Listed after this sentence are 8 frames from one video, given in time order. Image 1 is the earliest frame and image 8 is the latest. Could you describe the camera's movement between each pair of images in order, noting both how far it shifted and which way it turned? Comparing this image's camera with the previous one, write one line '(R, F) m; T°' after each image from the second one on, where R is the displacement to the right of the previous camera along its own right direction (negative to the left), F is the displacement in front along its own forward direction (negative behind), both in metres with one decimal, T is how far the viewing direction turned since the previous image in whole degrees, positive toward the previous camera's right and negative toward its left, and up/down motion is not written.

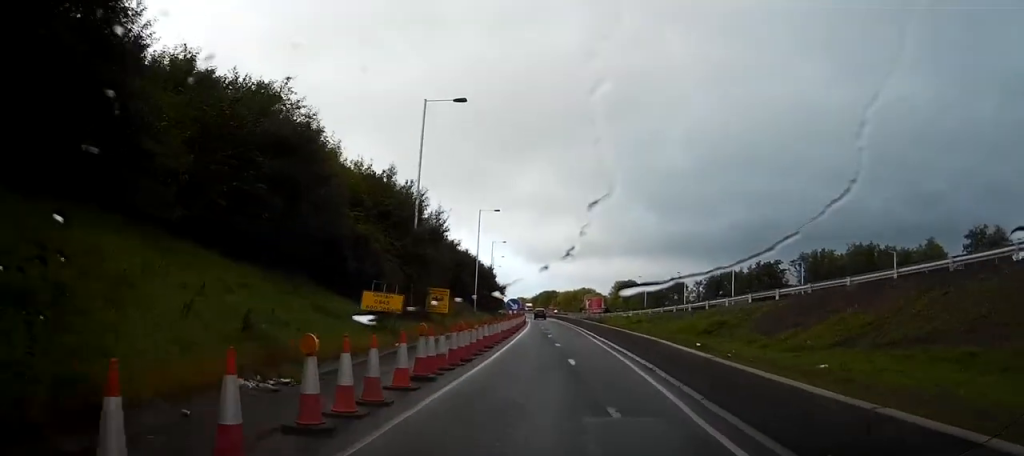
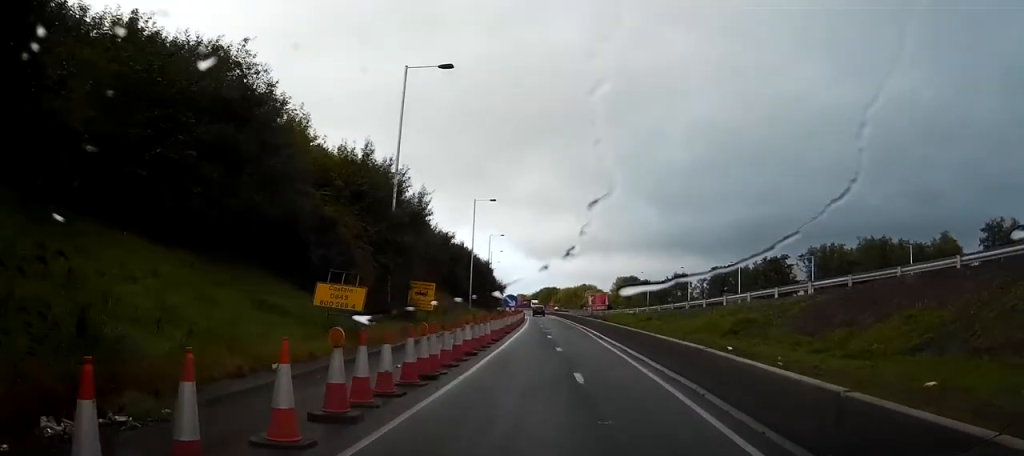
(0.0, +5.4) m; -1°
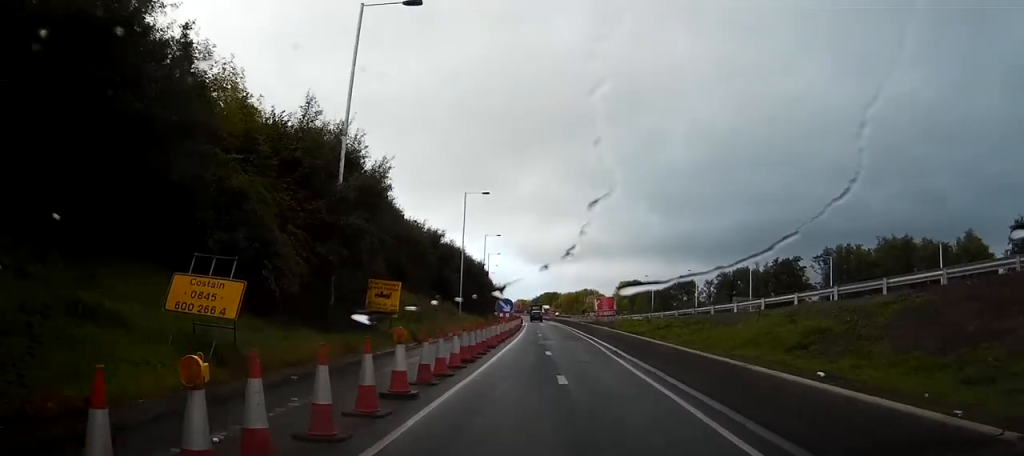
(-0.1, +8.7) m; -1°
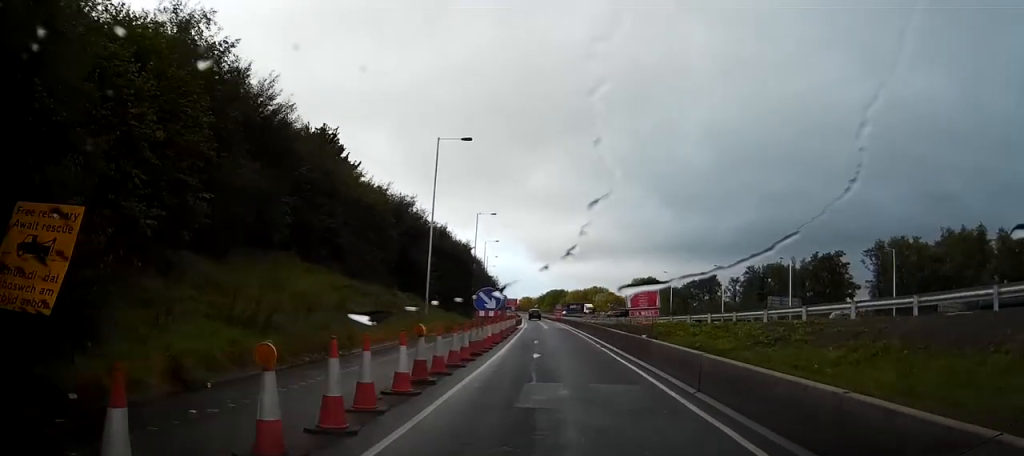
(-0.3, +21.7) m; 0°
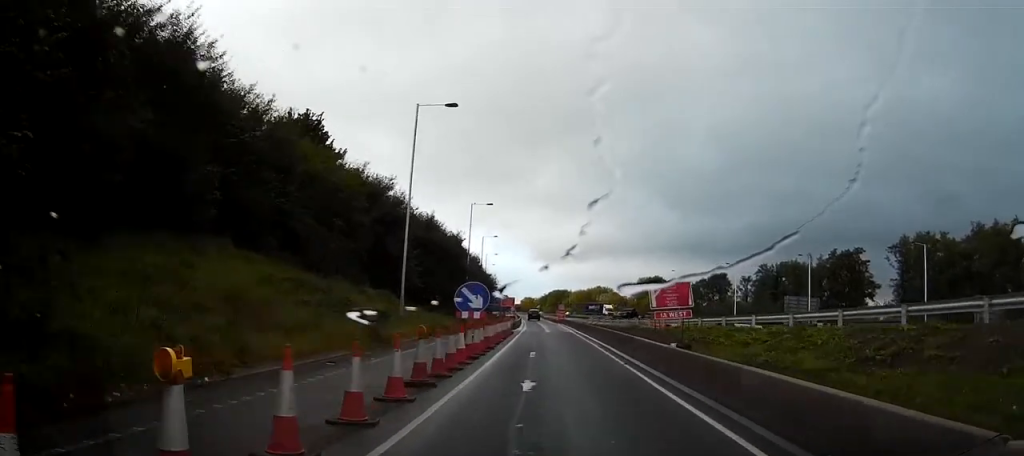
(+0.1, +8.8) m; +1°
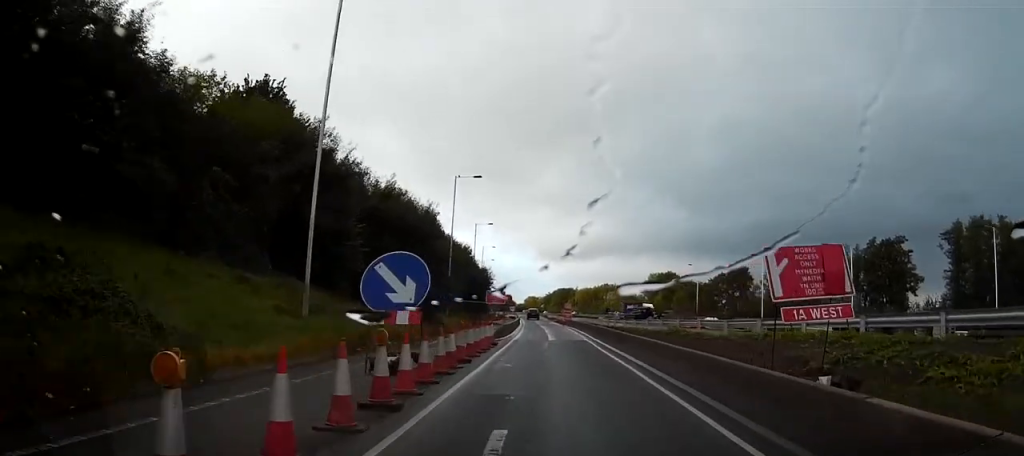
(+0.1, +16.3) m; 0°
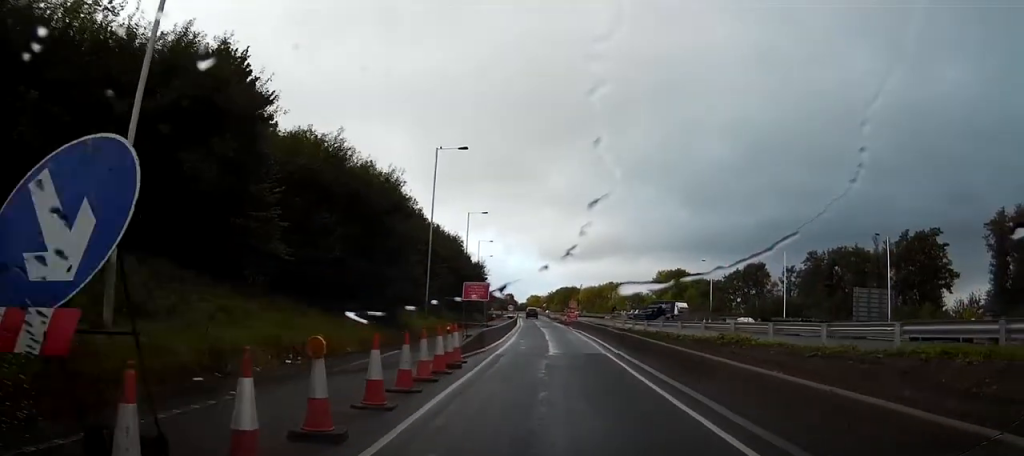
(0.0, +11.5) m; 0°
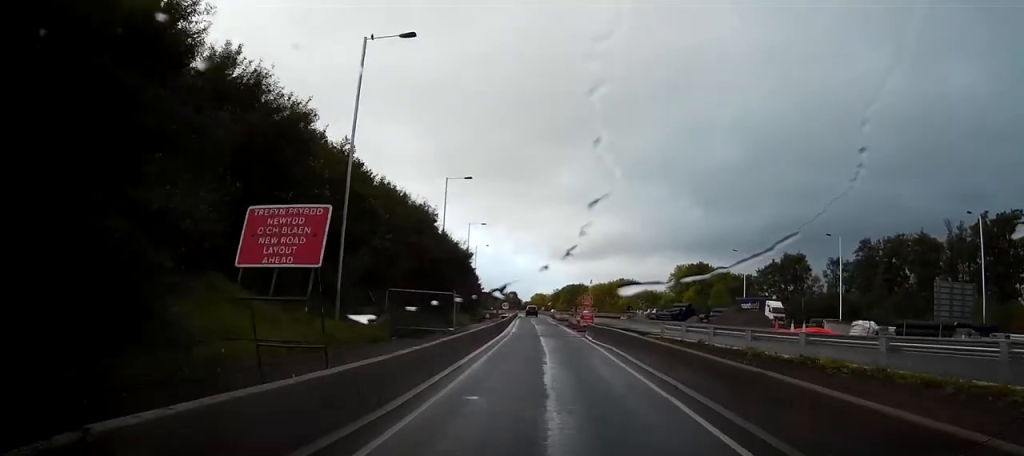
(-0.1, +21.9) m; -1°
